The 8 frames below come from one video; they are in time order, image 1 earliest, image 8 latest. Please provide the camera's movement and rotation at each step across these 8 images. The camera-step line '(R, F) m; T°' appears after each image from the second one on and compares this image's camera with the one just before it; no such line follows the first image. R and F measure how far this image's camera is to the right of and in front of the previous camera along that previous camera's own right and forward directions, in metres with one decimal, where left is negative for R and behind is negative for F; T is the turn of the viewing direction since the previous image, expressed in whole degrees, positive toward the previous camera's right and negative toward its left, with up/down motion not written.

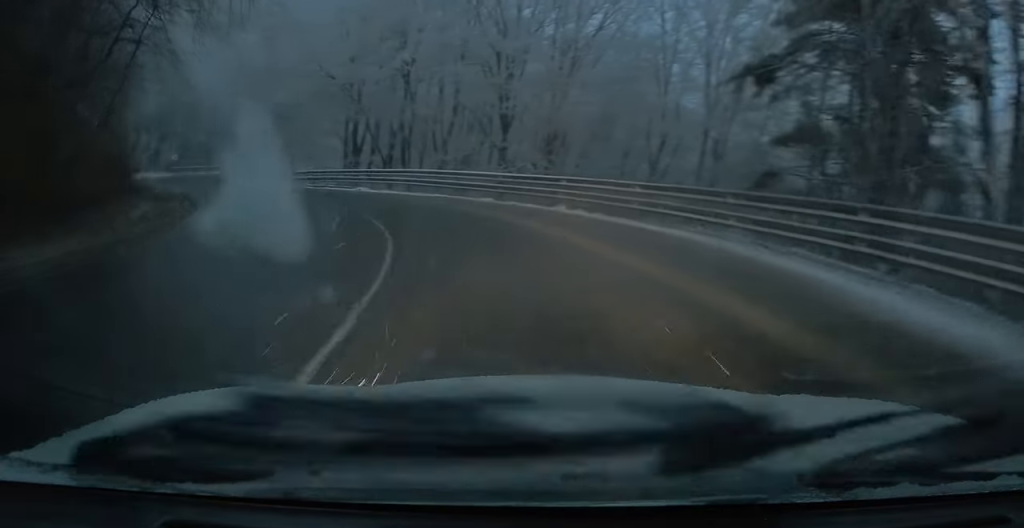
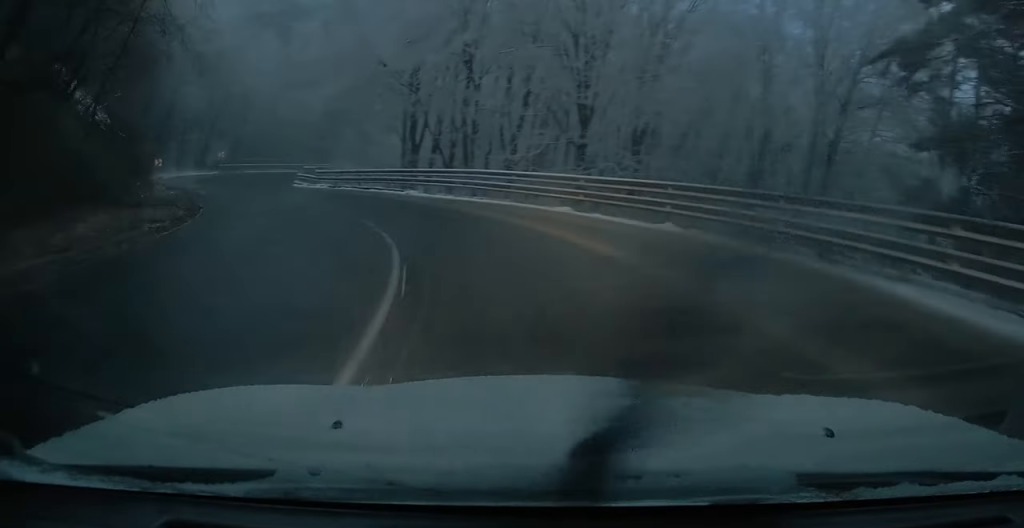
(-0.2, +5.3) m; -6°
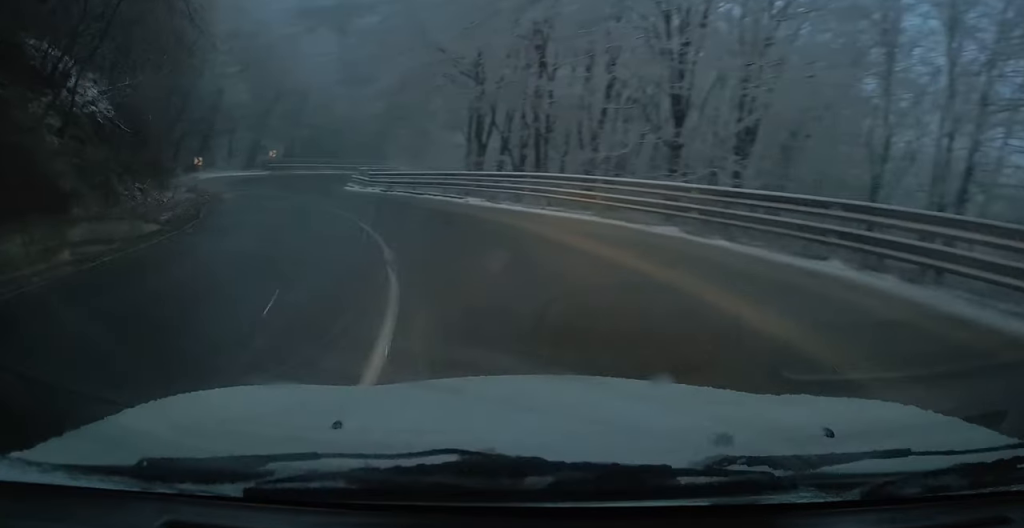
(-0.4, +5.0) m; -5°
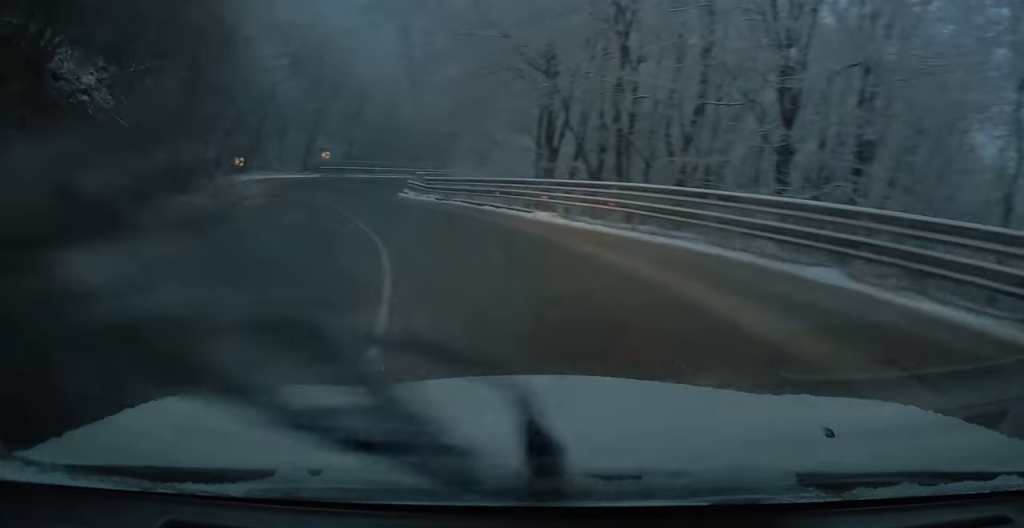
(-0.2, +4.5) m; -4°
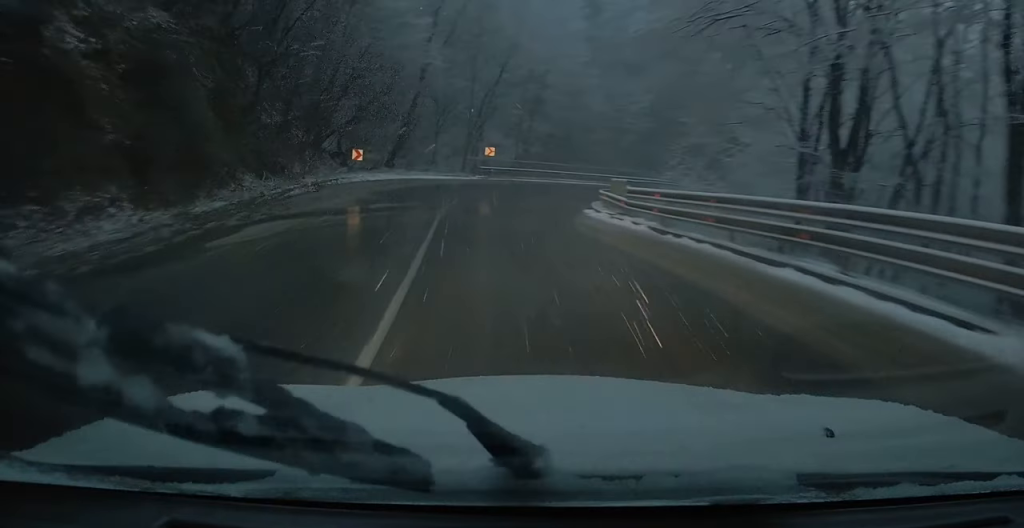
(-1.3, +13.9) m; -9°
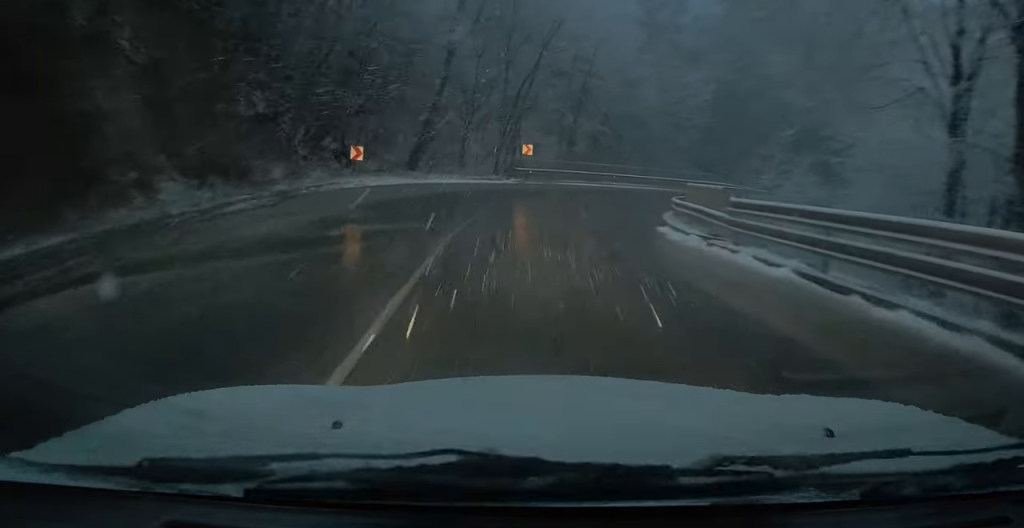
(-0.2, +7.6) m; -3°
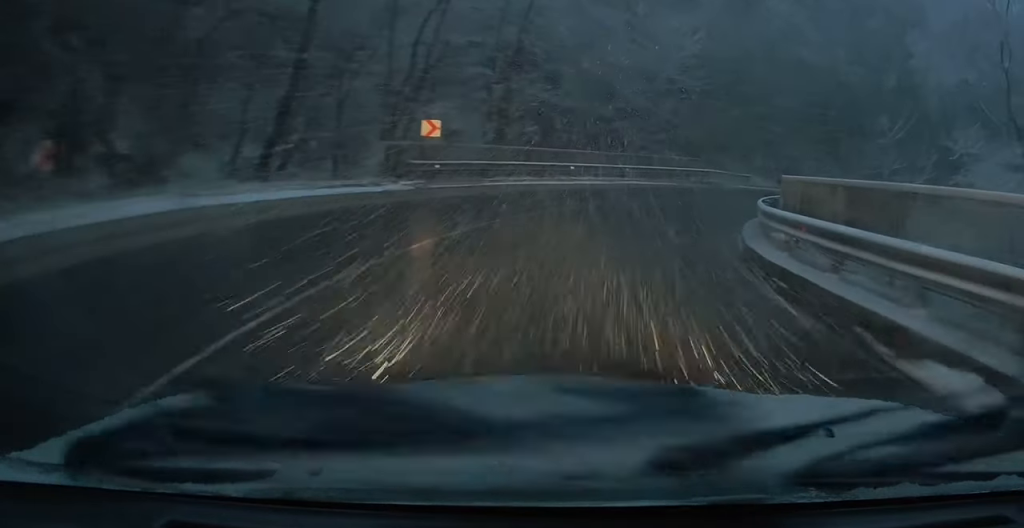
(-0.6, +15.7) m; -2°
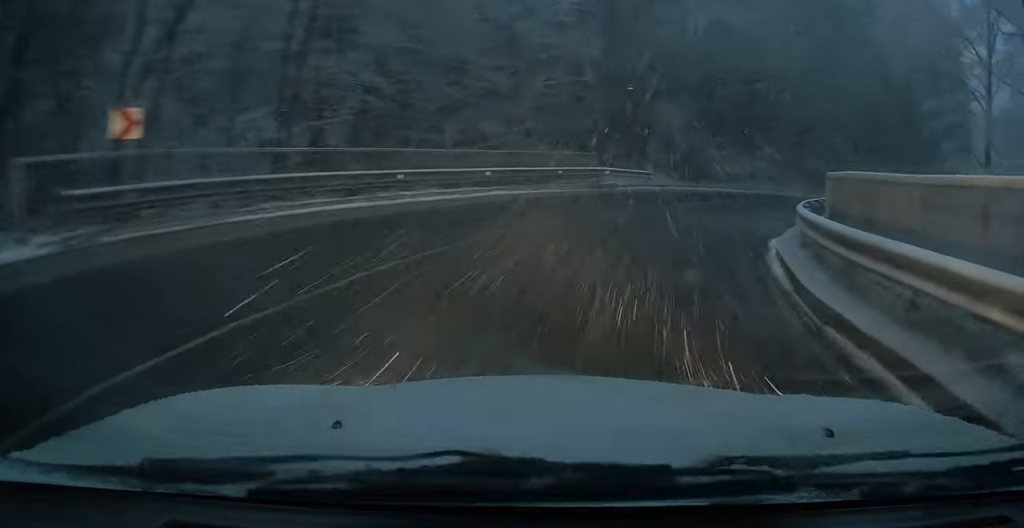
(+0.3, +10.2) m; +4°
